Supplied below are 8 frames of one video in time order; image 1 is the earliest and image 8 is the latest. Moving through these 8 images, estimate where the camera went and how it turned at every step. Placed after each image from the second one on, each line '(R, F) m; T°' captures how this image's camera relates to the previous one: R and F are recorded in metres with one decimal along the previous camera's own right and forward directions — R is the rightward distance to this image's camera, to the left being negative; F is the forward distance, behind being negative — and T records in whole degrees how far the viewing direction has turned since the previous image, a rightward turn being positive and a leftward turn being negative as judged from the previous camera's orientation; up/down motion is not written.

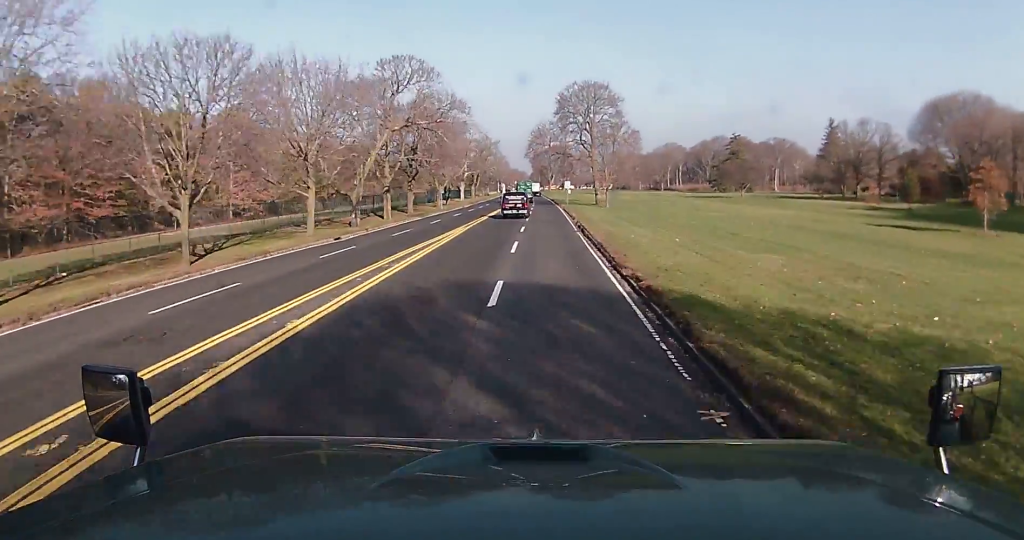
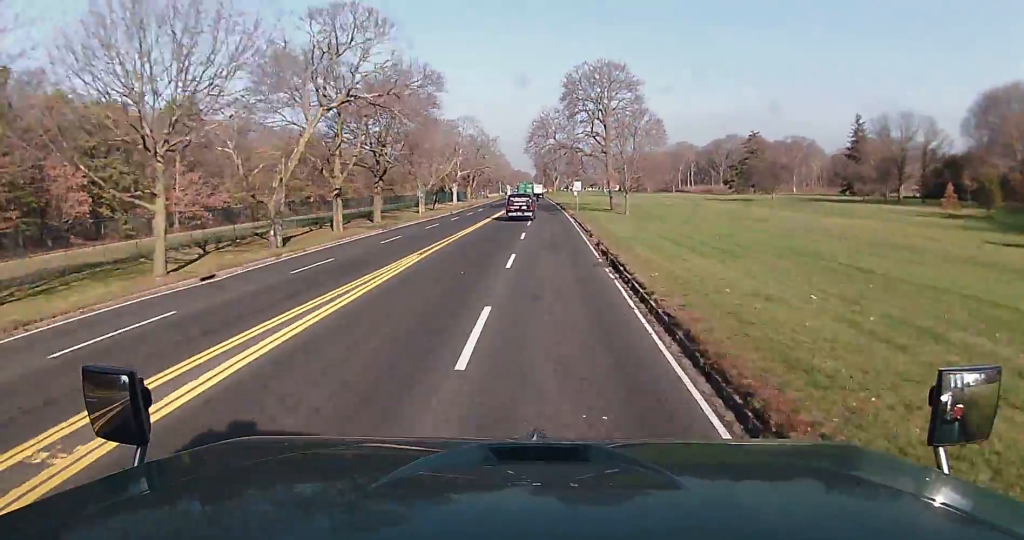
(+0.3, +16.3) m; +1°
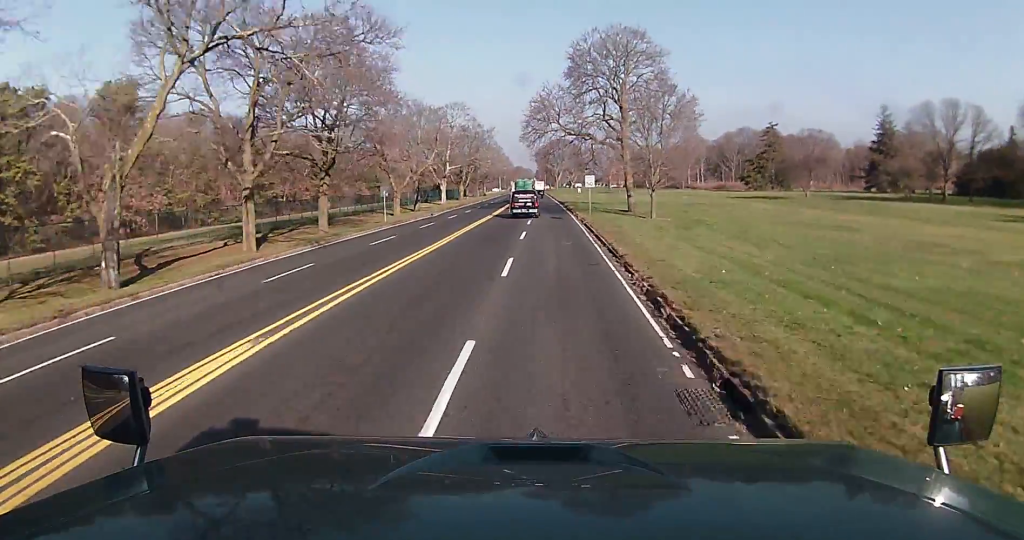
(+0.1, +15.1) m; -1°
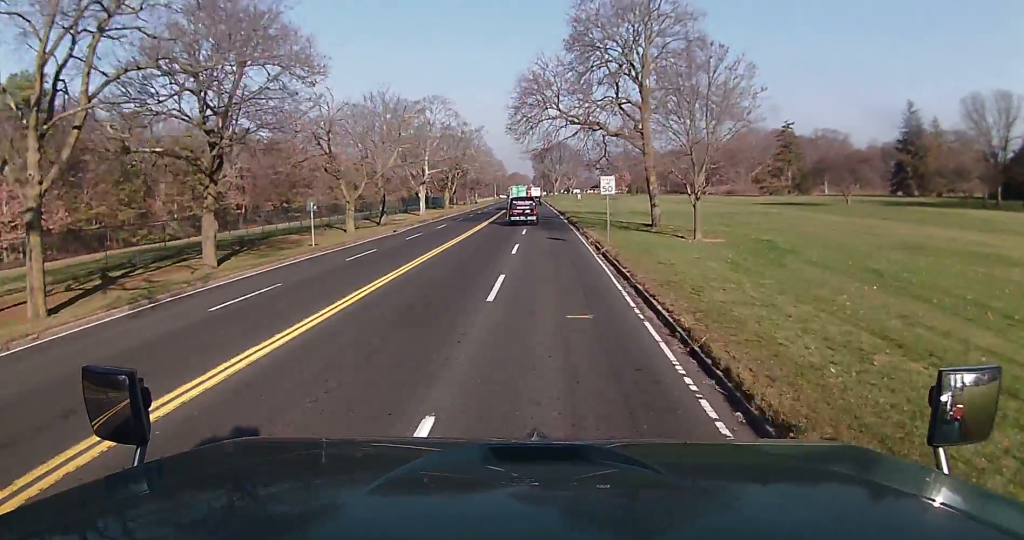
(-0.2, +15.6) m; -1°
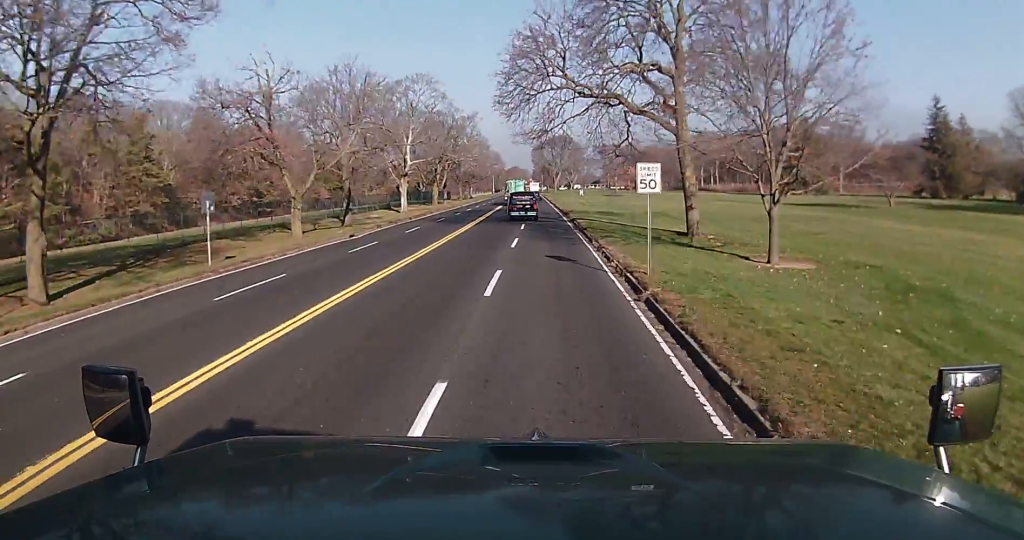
(-0.1, +11.9) m; 0°
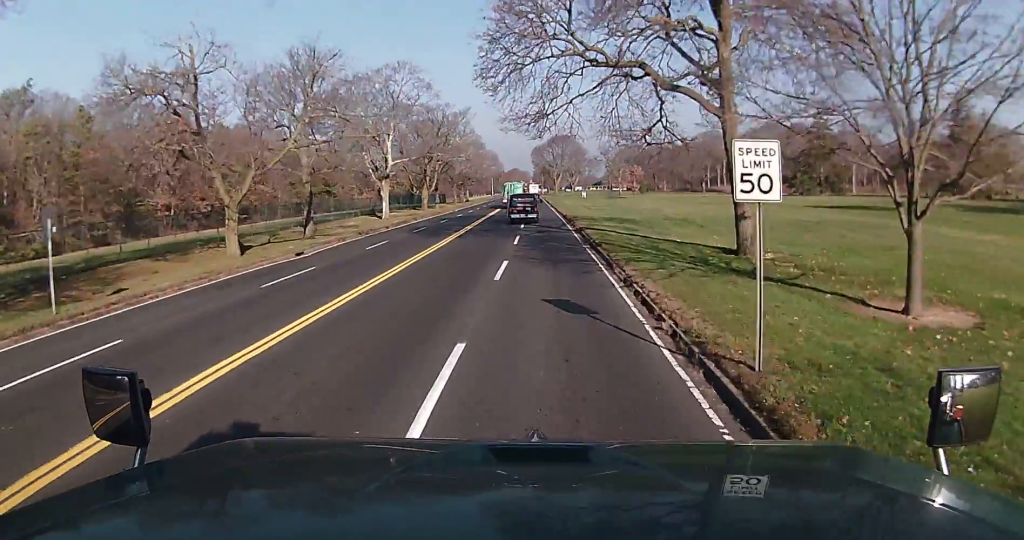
(0.0, +9.4) m; +1°
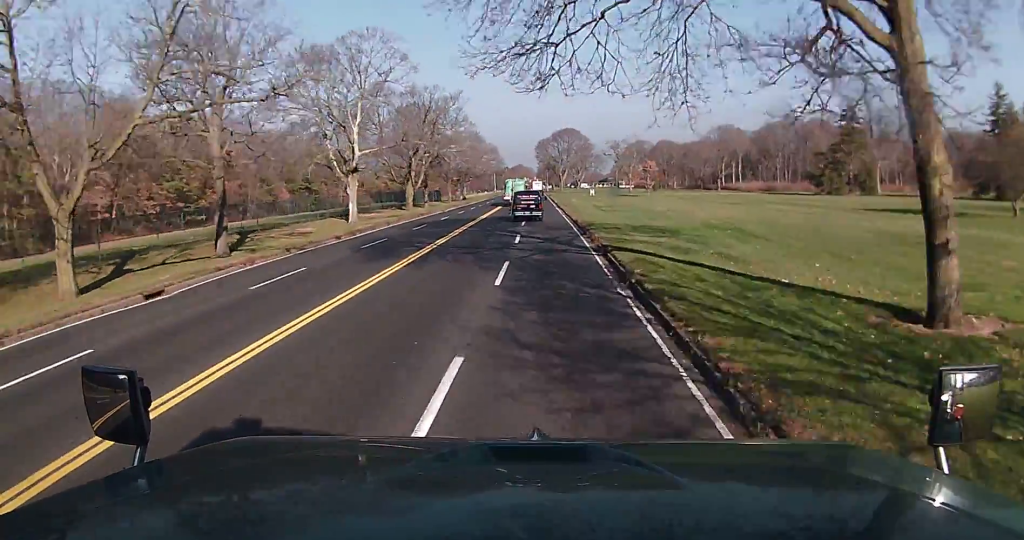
(+0.2, +13.7) m; 0°
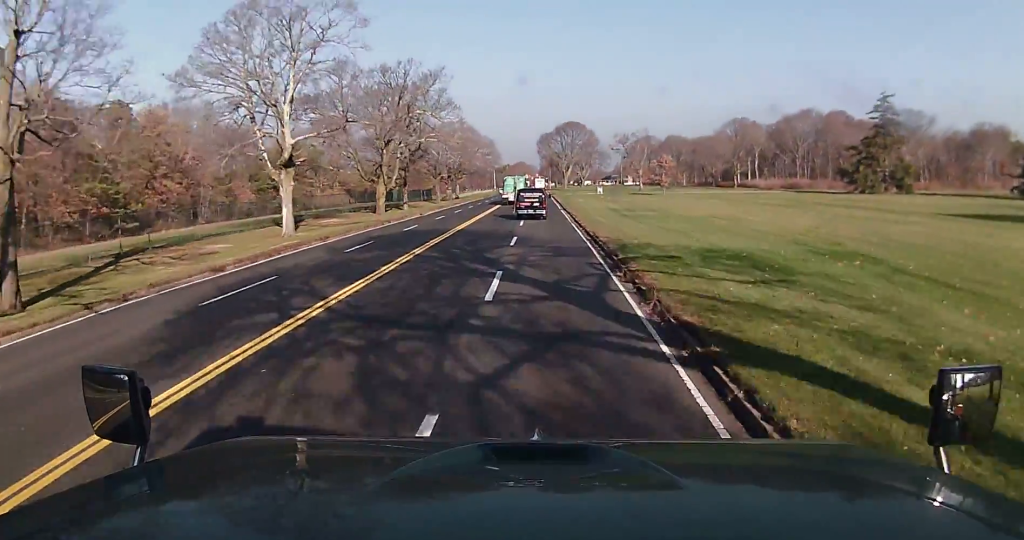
(+0.1, +15.5) m; 0°
